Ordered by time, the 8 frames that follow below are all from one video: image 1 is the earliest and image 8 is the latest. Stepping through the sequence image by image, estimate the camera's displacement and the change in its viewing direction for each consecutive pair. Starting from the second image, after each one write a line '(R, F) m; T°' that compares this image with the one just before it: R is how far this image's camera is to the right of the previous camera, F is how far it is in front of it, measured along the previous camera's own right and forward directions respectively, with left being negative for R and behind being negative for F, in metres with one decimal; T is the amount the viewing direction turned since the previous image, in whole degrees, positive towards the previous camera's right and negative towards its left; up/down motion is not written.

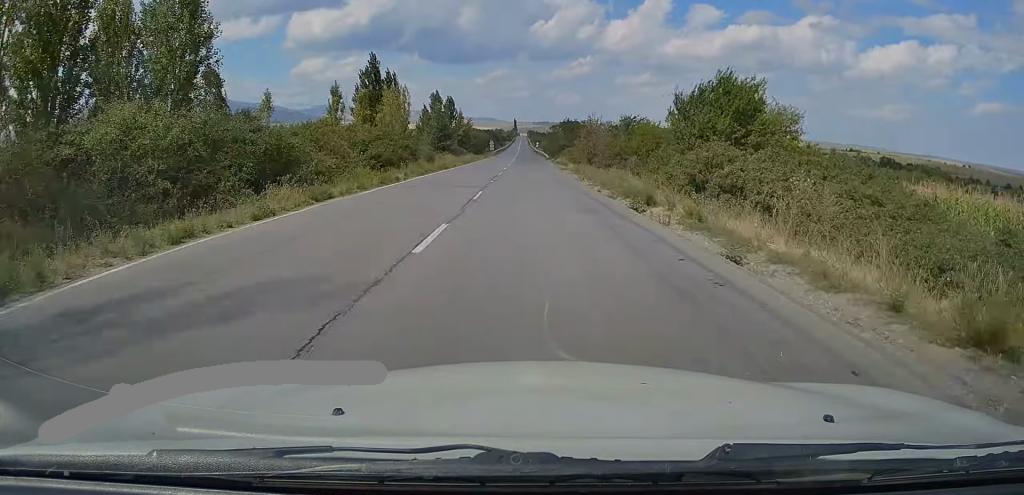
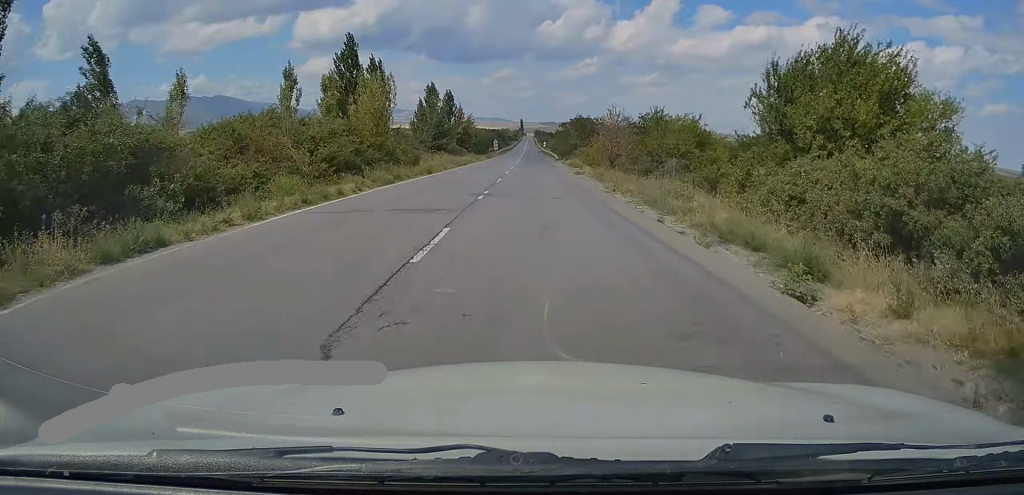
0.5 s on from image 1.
(-0.1, +9.2) m; 0°
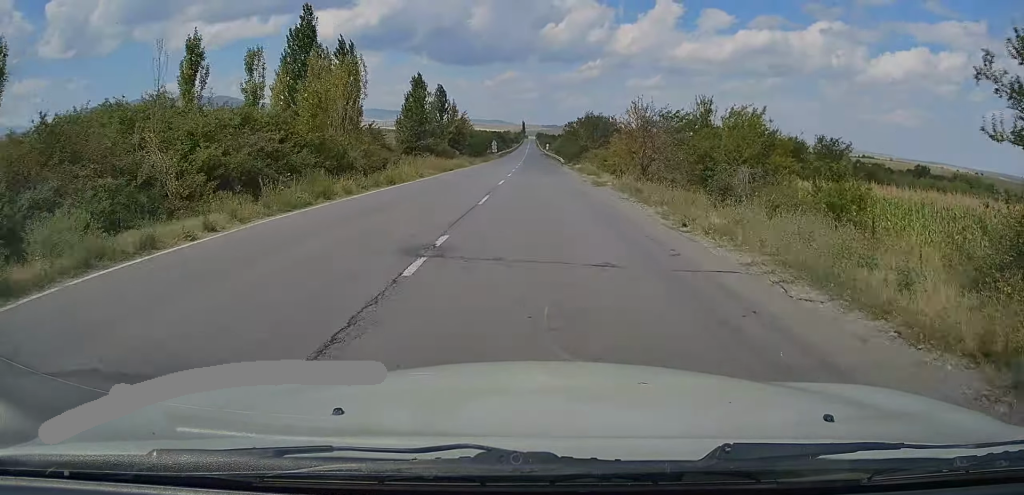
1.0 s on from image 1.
(0.0, +10.0) m; 0°
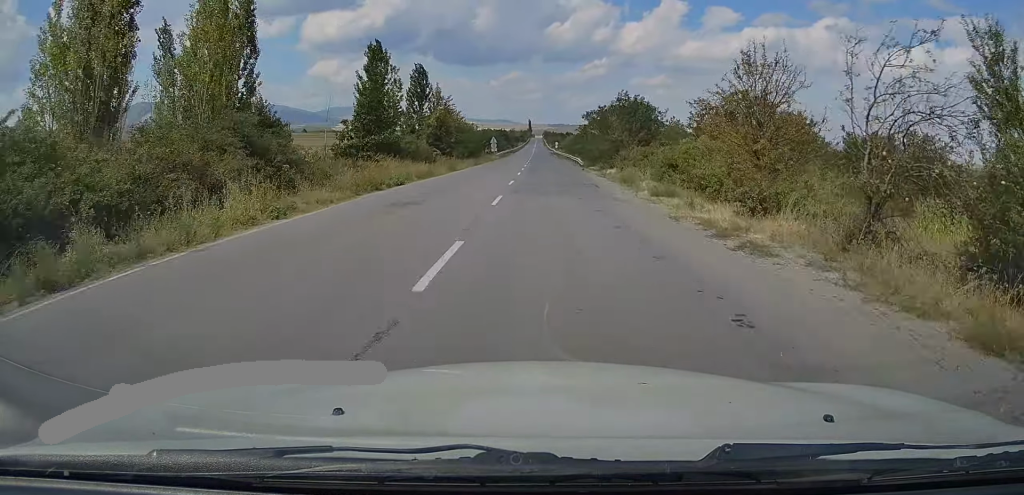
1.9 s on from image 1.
(+0.1, +18.8) m; -1°
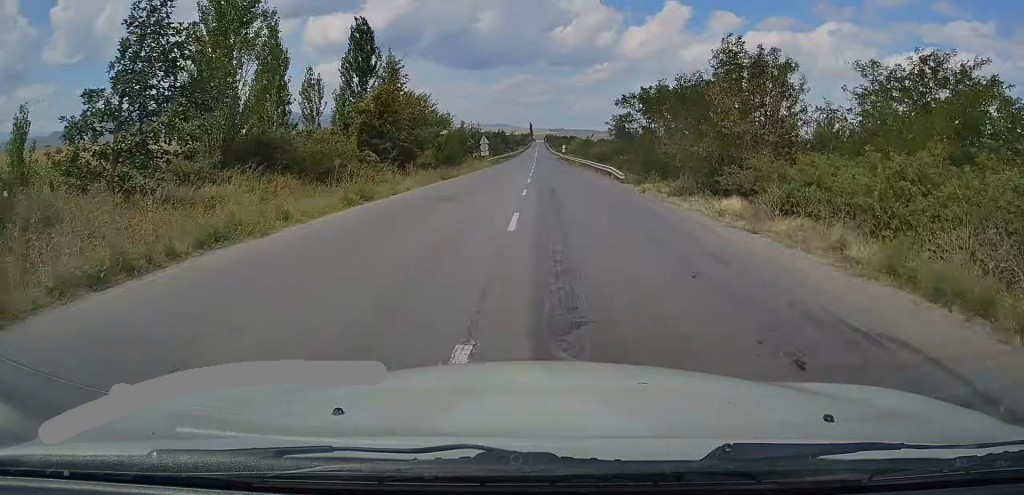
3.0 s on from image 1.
(-0.5, +22.3) m; -1°
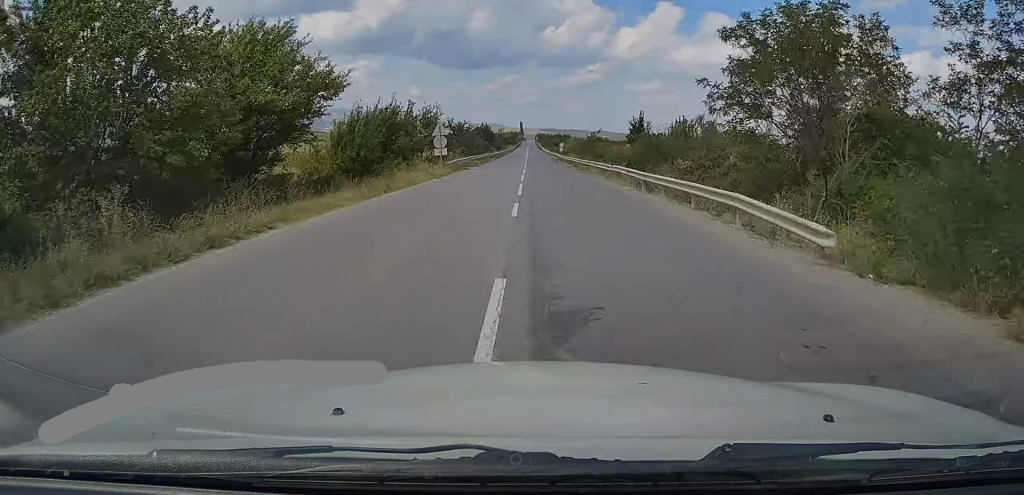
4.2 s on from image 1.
(+0.1, +24.7) m; 0°
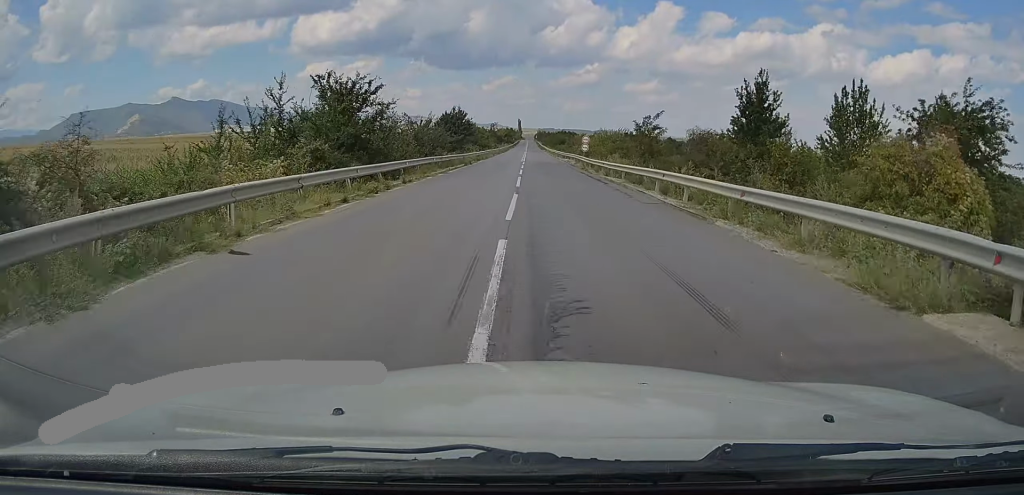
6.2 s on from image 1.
(+0.5, +43.2) m; +1°
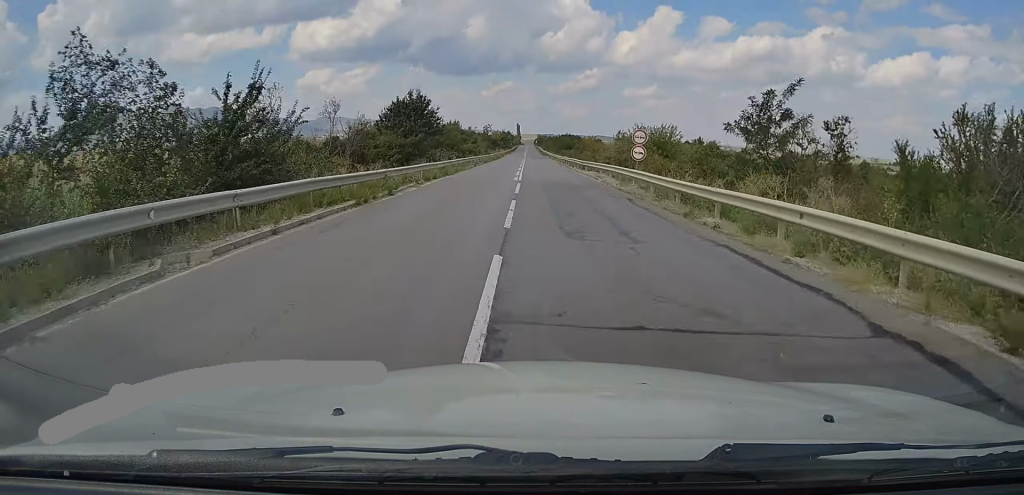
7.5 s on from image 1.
(-0.1, +27.4) m; 0°
